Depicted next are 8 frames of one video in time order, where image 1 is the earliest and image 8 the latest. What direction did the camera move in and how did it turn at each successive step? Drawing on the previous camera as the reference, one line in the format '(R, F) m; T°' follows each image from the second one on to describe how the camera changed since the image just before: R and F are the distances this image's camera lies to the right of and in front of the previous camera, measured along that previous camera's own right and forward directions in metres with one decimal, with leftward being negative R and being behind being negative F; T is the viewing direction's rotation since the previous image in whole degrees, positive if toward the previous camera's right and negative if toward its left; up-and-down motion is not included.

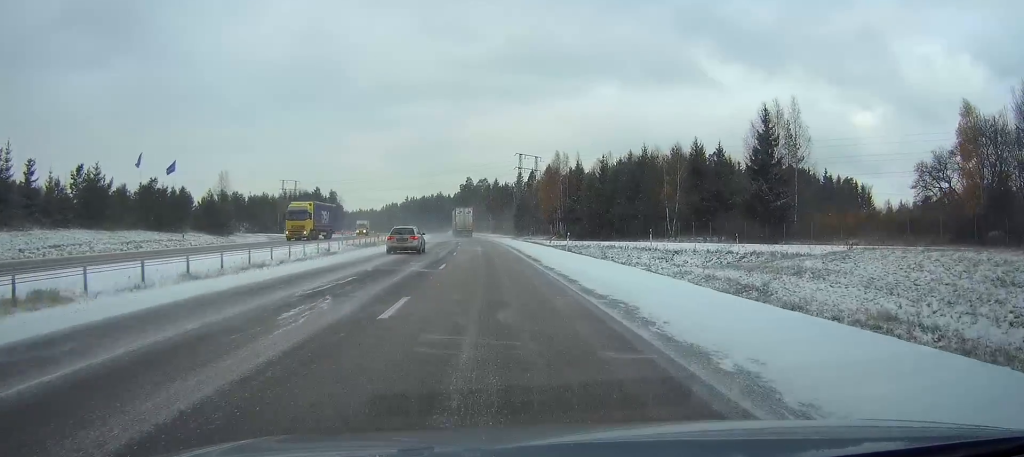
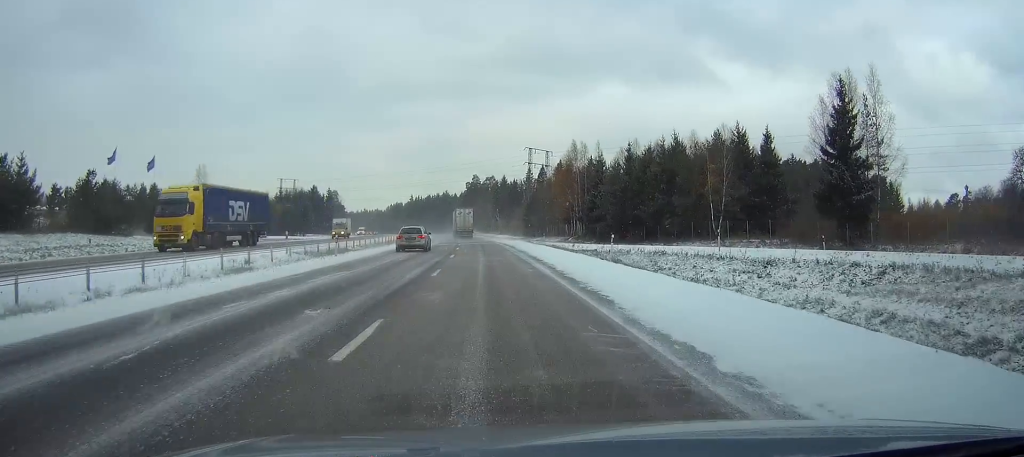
(0.0, +15.0) m; 0°
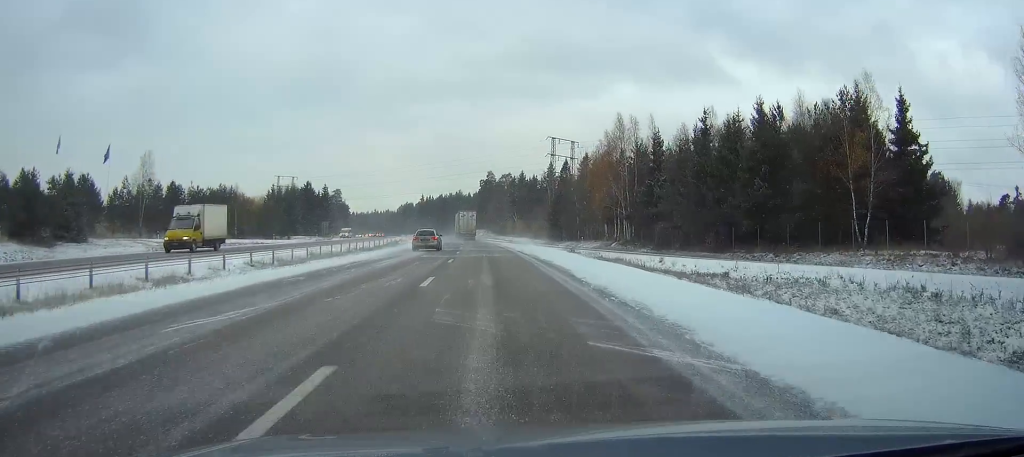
(-0.3, +27.1) m; -1°
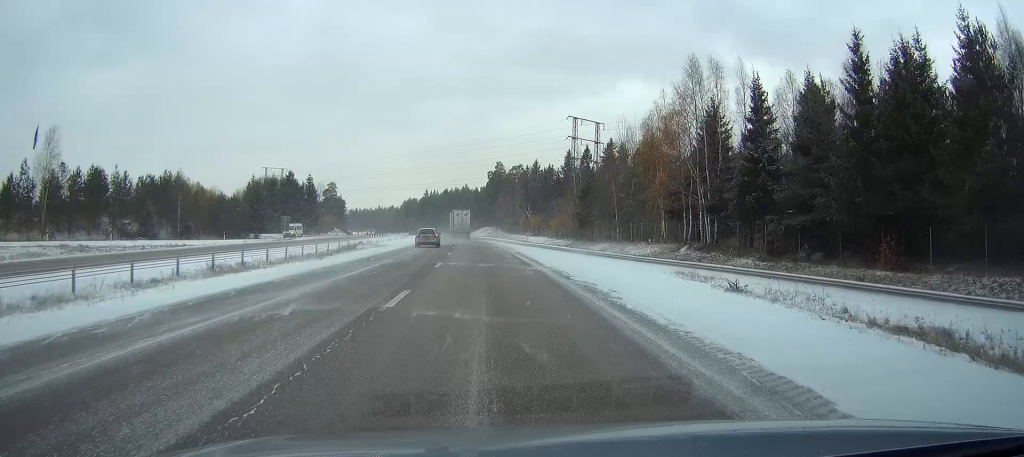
(-0.2, +27.8) m; -1°
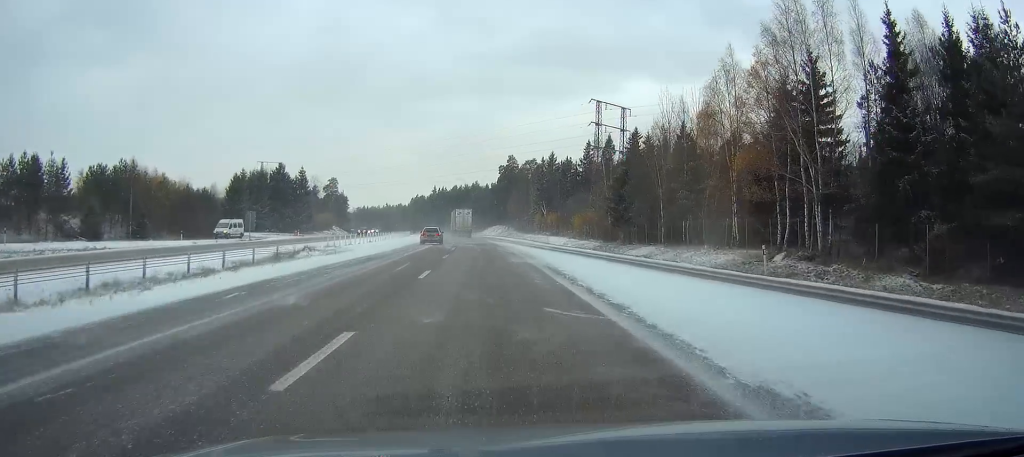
(-0.2, +17.7) m; -1°
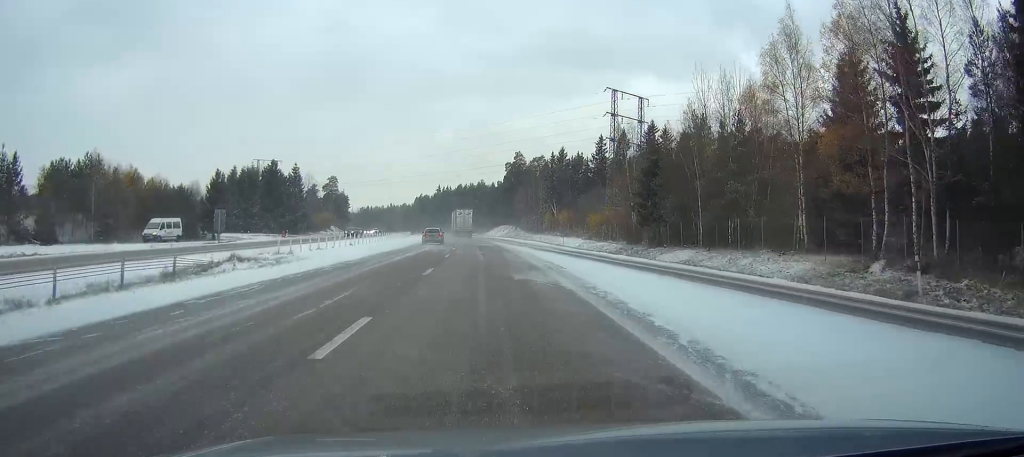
(0.0, +10.6) m; 0°
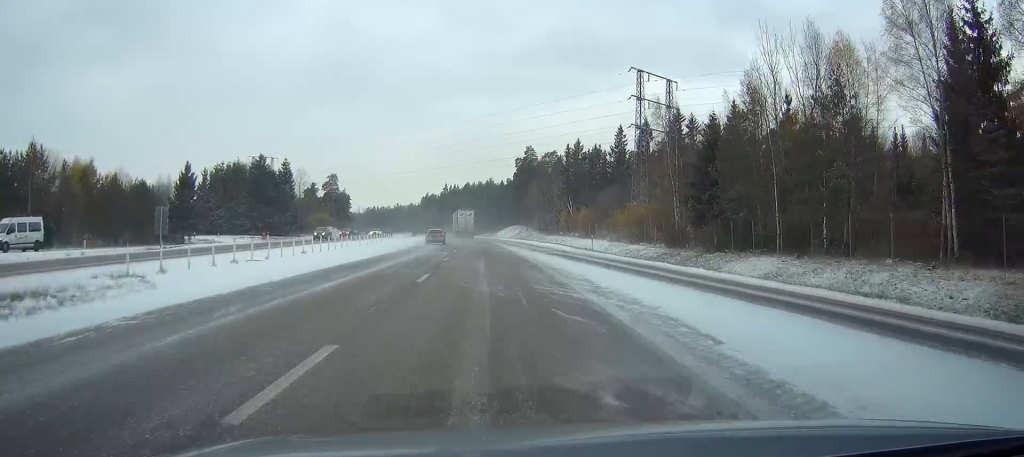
(-0.1, +14.1) m; -1°
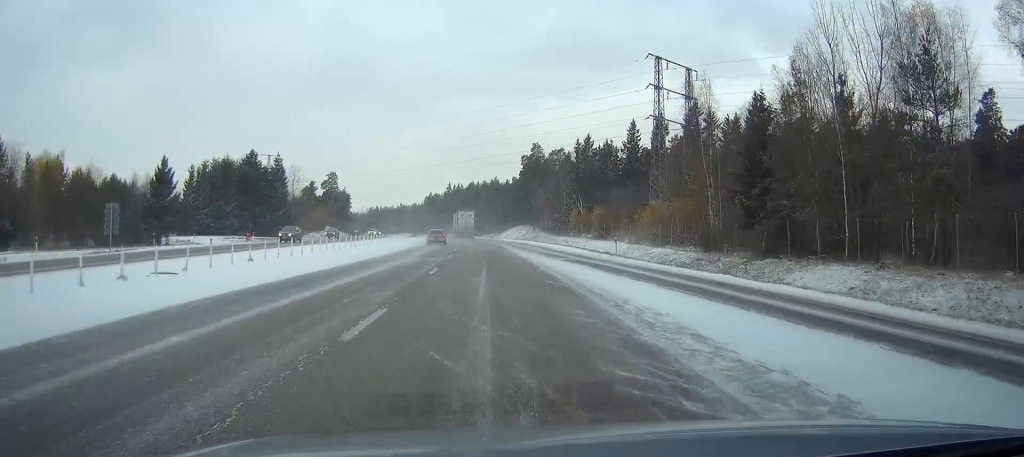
(-0.1, +8.5) m; -1°
